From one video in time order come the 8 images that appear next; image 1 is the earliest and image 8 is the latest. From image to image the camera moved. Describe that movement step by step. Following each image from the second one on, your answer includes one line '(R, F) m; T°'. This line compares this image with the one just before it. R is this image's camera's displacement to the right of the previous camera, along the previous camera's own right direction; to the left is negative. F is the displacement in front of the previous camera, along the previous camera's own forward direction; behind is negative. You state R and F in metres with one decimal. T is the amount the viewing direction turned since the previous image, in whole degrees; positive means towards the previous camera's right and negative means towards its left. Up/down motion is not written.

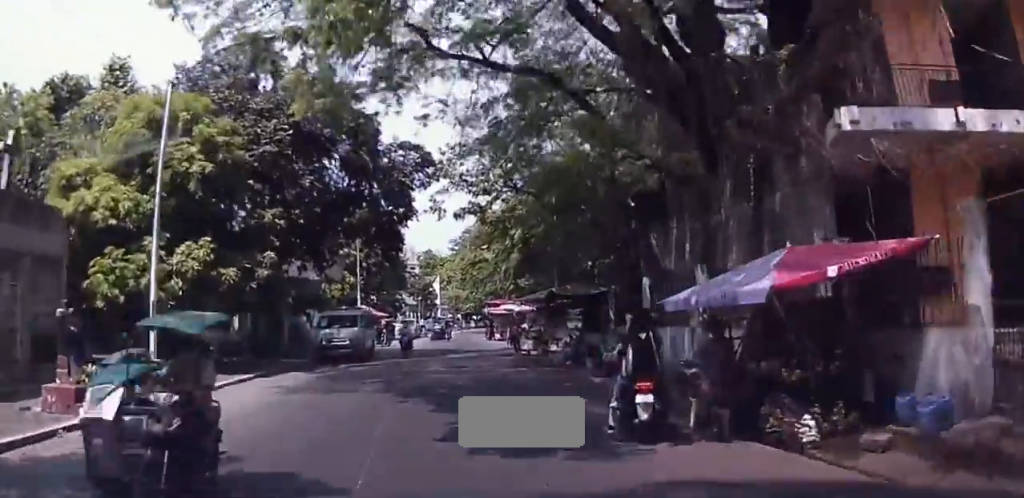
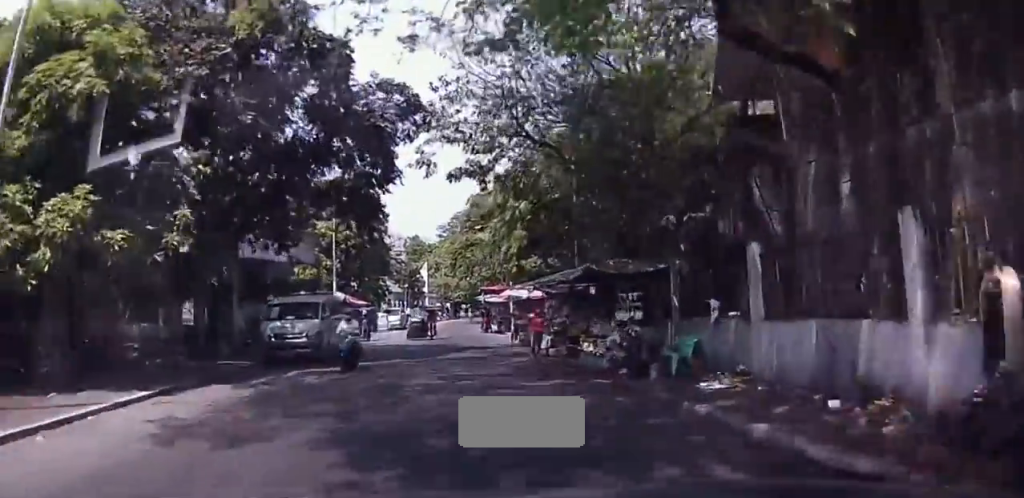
(0.0, +6.5) m; 0°
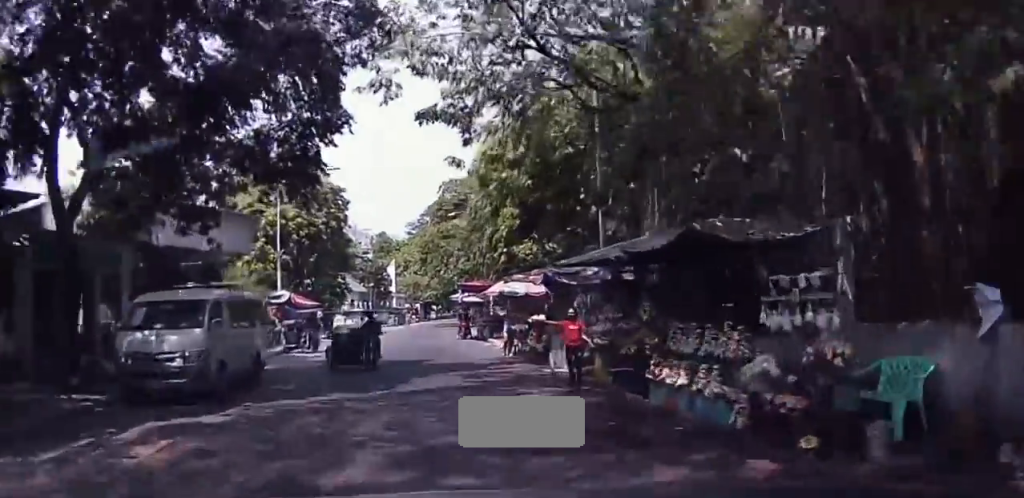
(0.0, +7.4) m; 0°
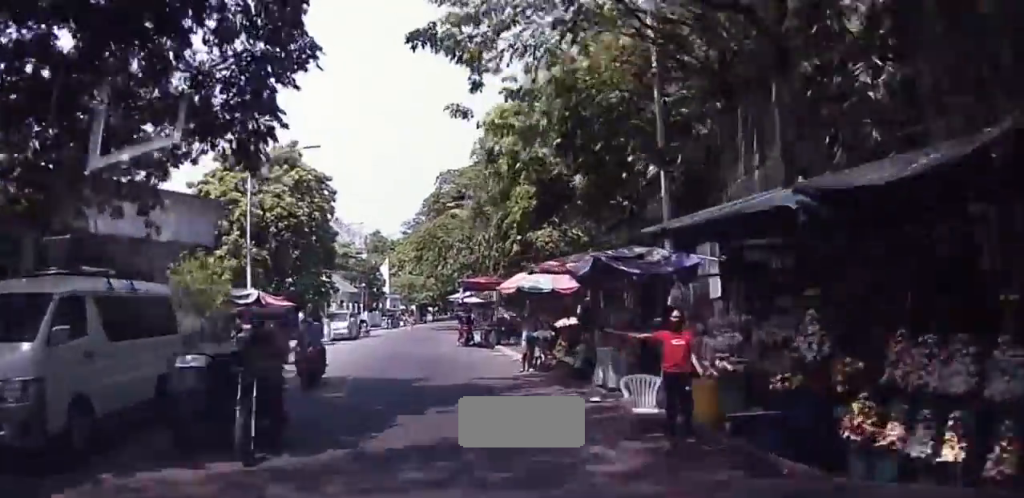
(-0.1, +4.9) m; 0°
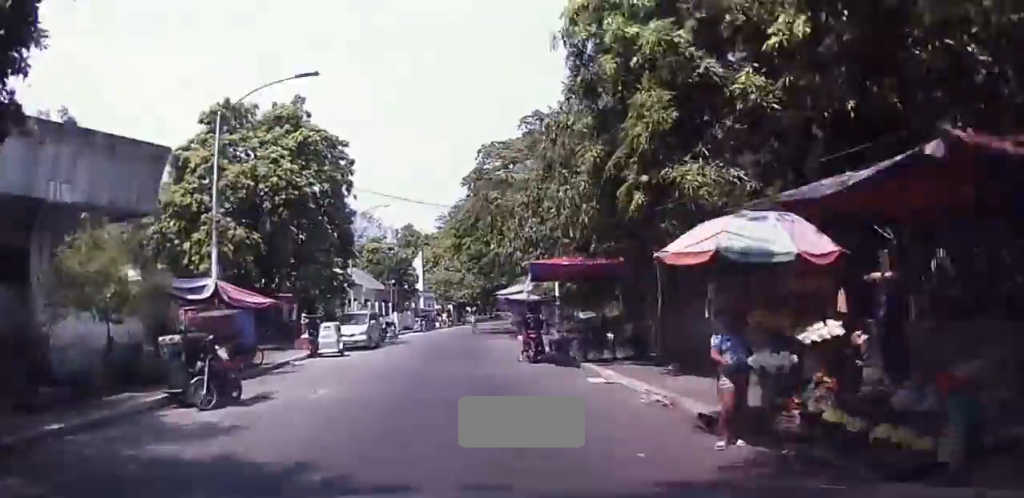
(+0.2, +9.2) m; -1°
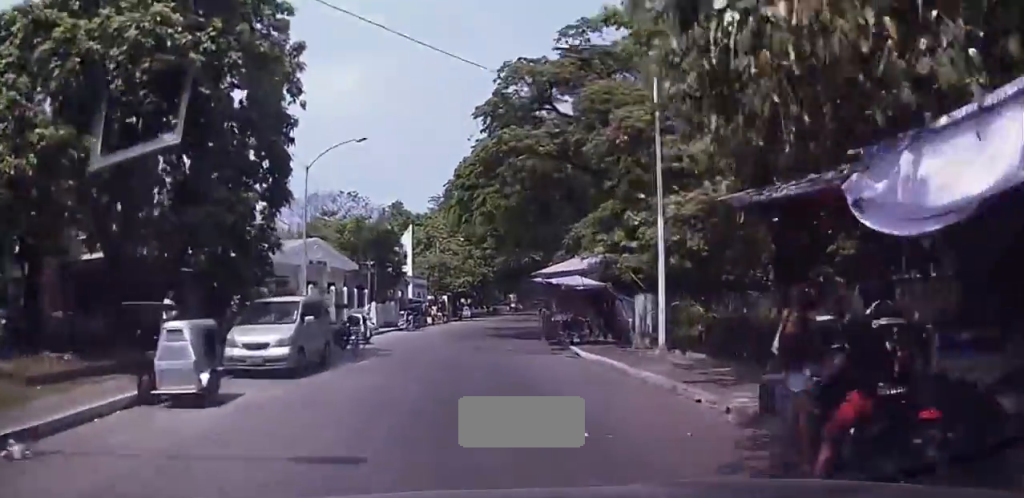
(-0.3, +14.7) m; +1°
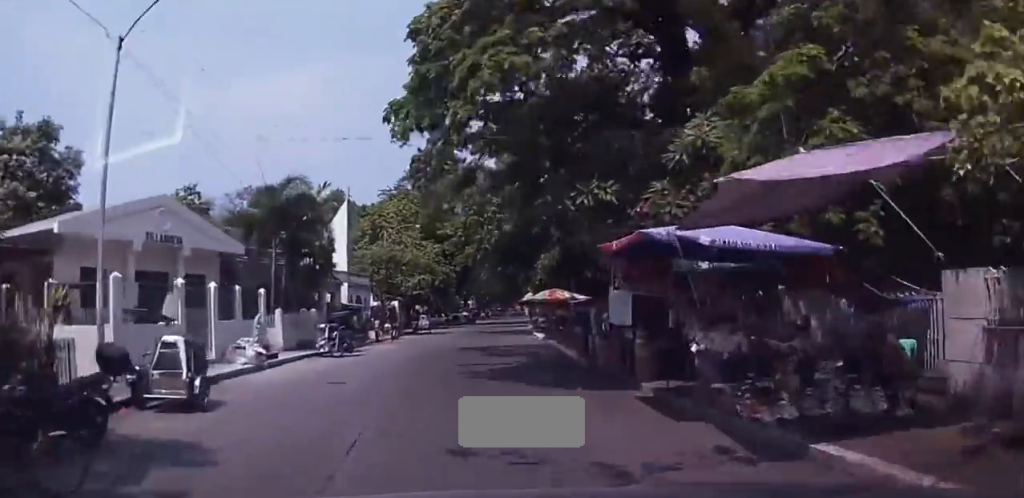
(+0.8, +16.2) m; +6°
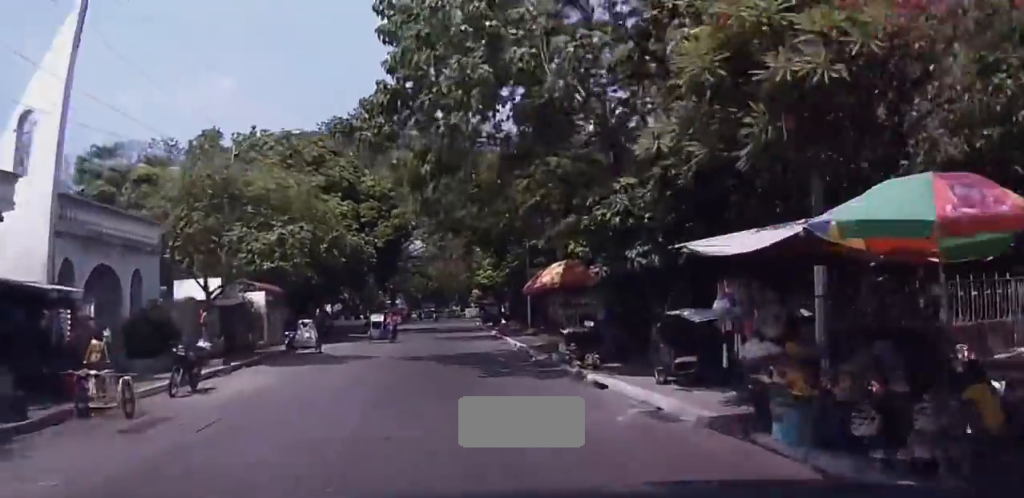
(+0.8, +26.1) m; +2°
